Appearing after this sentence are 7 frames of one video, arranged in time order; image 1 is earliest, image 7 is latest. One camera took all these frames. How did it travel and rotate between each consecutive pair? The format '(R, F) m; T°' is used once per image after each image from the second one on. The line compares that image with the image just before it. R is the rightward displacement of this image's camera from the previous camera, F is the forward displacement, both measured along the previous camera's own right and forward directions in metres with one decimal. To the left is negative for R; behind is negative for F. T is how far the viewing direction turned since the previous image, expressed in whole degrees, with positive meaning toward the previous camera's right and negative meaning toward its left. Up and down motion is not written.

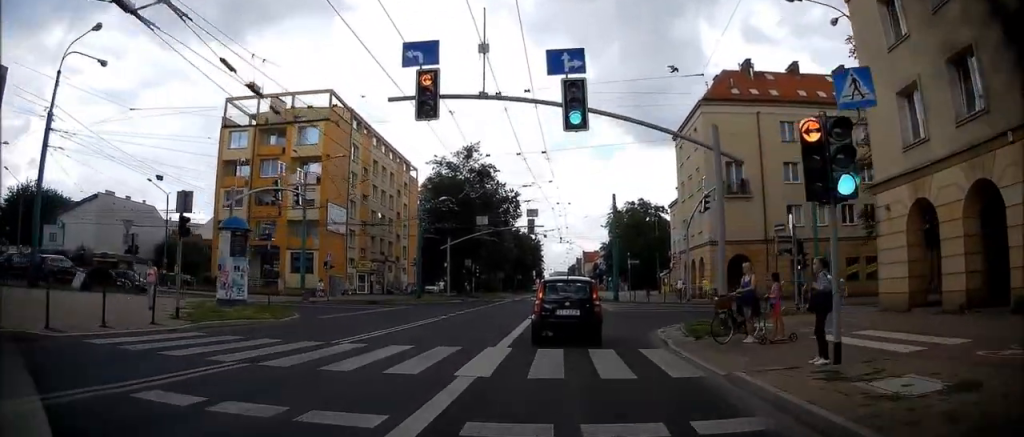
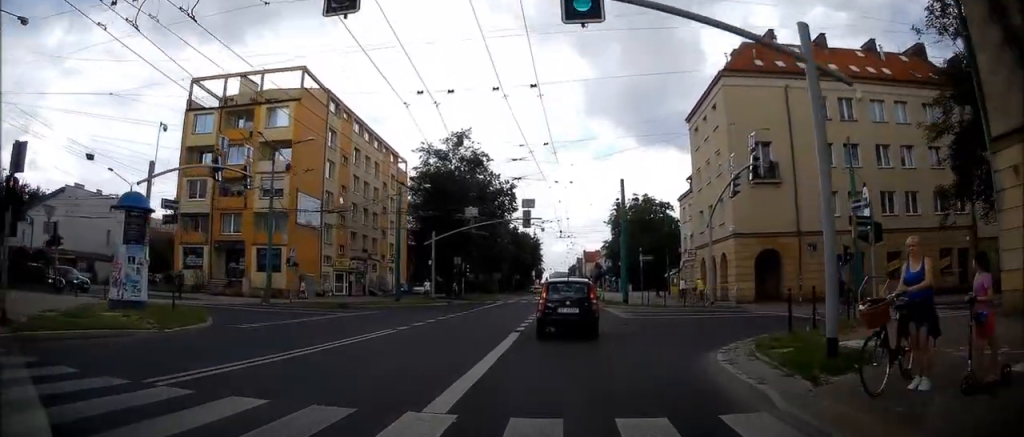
(0.0, +6.2) m; +1°
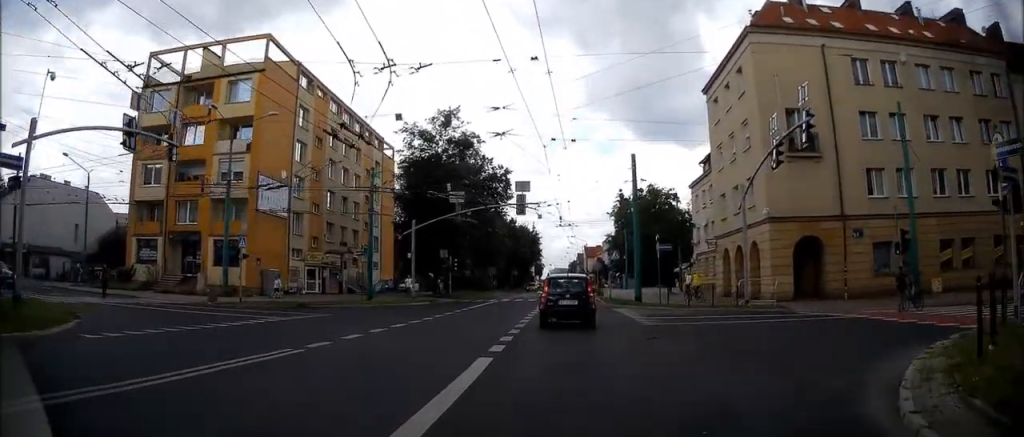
(+0.1, +6.4) m; +1°
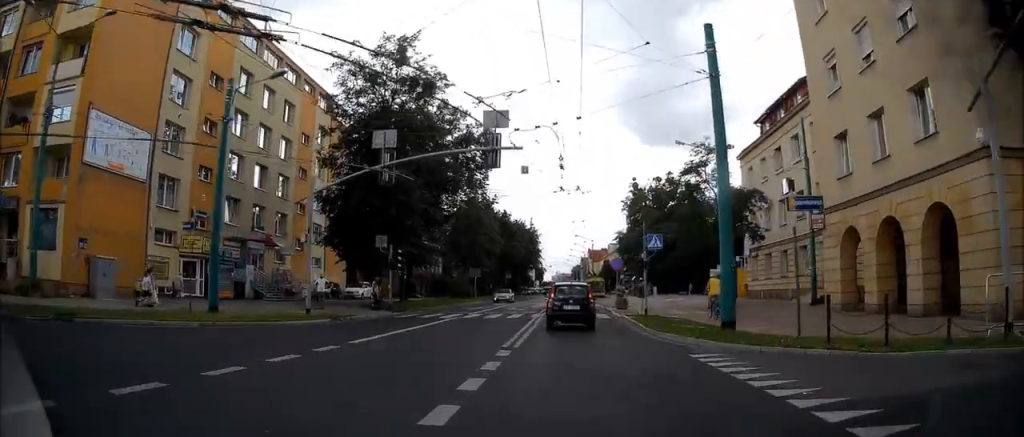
(-0.3, +17.2) m; -1°
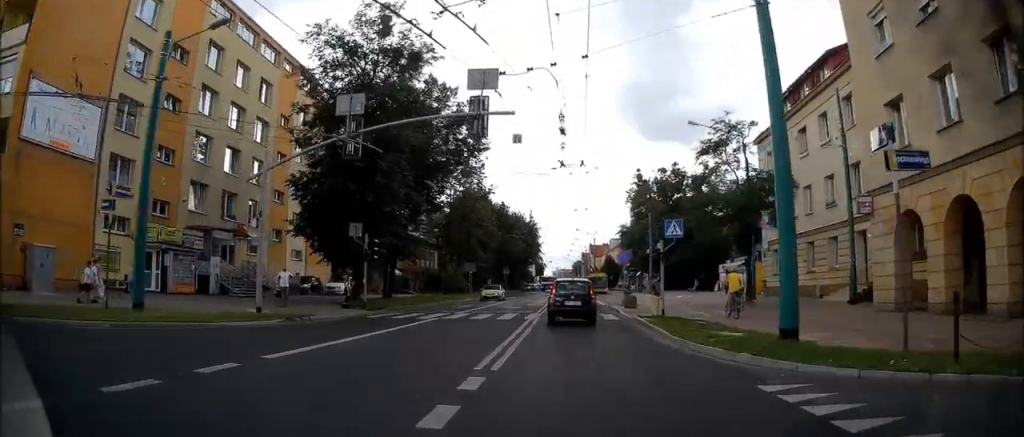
(0.0, +4.0) m; +1°
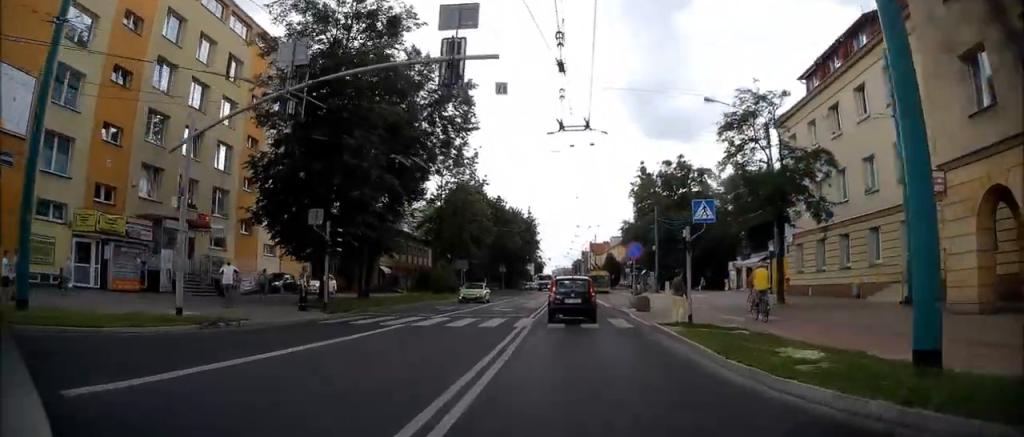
(+0.1, +4.6) m; +2°
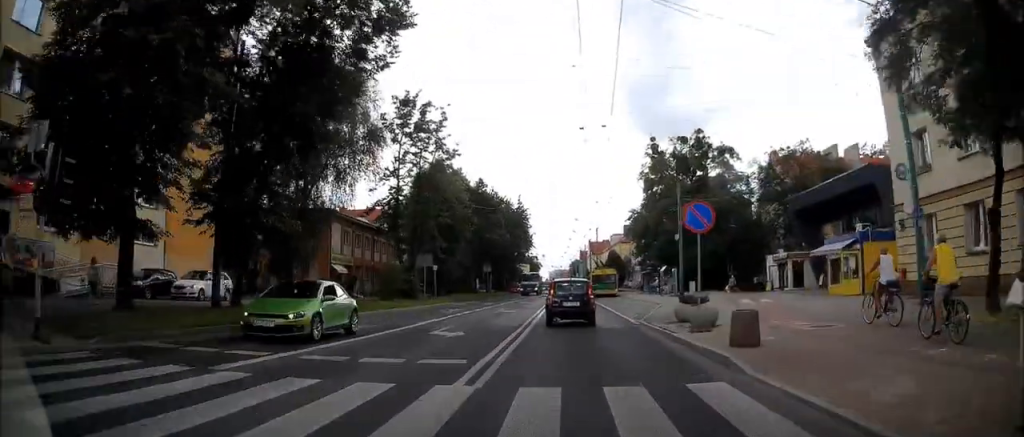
(+0.4, +14.0) m; -1°
